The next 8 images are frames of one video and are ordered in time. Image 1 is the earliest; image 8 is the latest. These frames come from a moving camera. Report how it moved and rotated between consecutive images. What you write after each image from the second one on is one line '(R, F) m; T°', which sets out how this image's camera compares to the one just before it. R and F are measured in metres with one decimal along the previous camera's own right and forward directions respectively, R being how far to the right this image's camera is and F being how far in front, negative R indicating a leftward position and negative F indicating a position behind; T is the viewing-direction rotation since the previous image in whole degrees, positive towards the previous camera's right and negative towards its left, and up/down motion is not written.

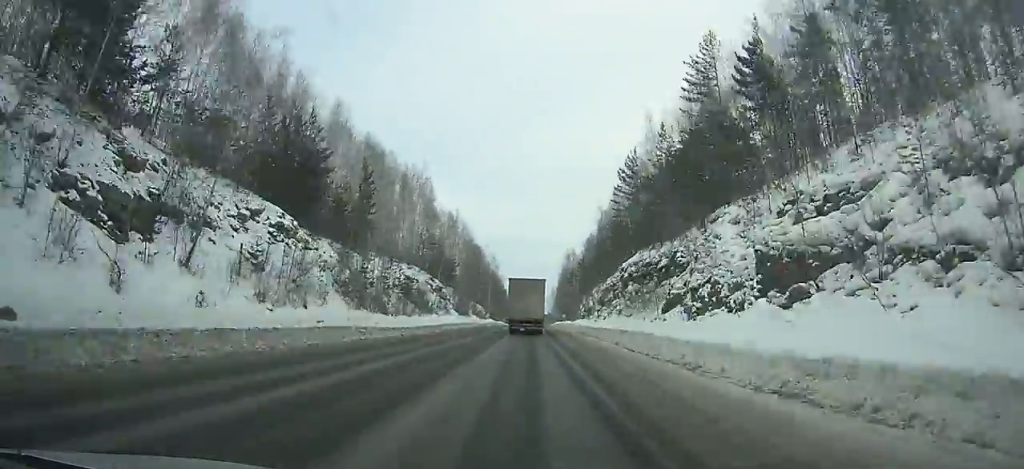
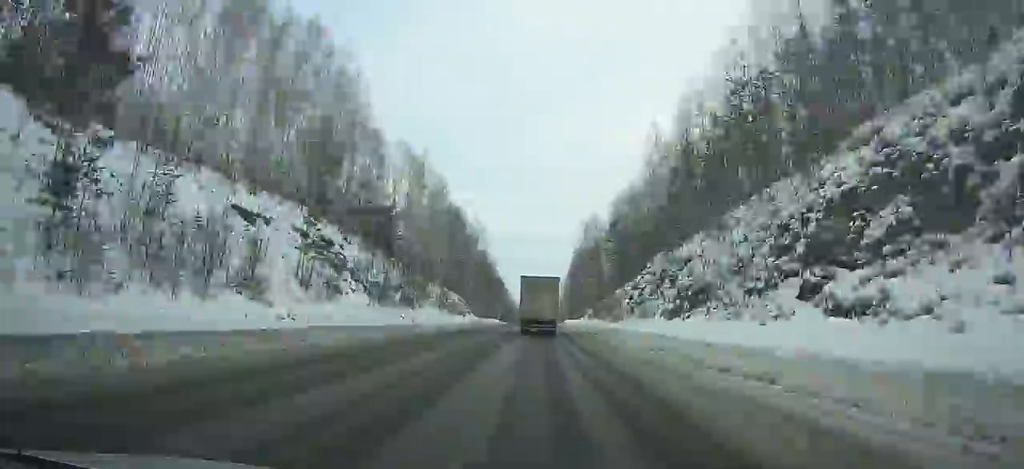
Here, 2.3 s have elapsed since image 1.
(+0.2, +47.6) m; +1°
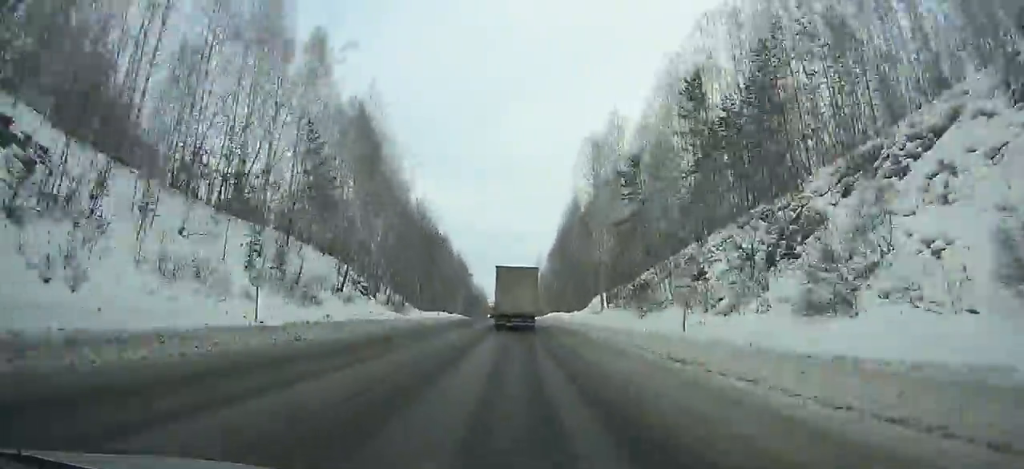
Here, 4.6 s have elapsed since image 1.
(+0.4, +48.2) m; +1°
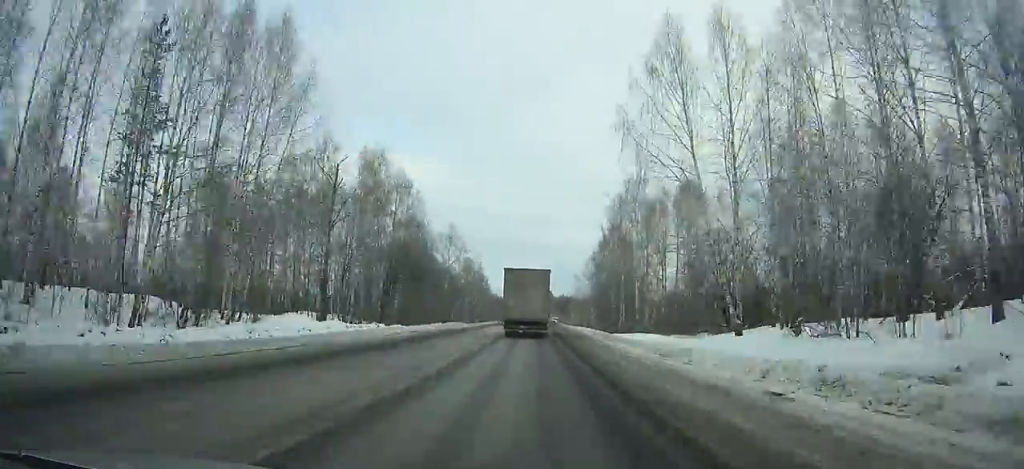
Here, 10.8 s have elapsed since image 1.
(+4.8, +130.3) m; -2°
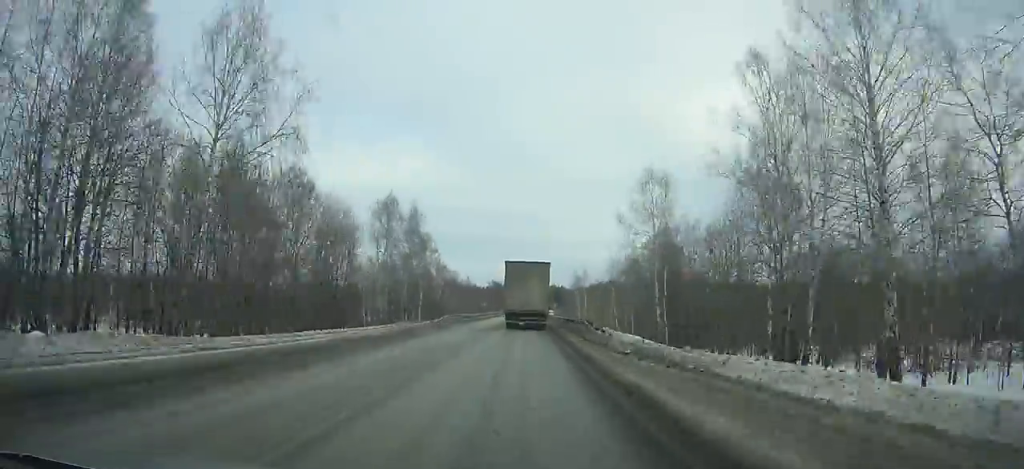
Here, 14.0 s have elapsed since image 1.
(-6.1, +68.7) m; -2°
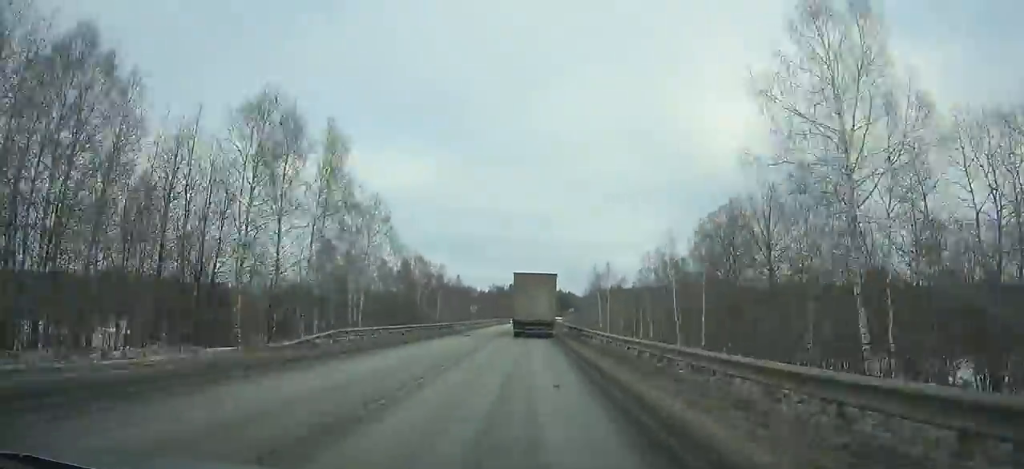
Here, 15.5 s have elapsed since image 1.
(+1.6, +32.7) m; +2°
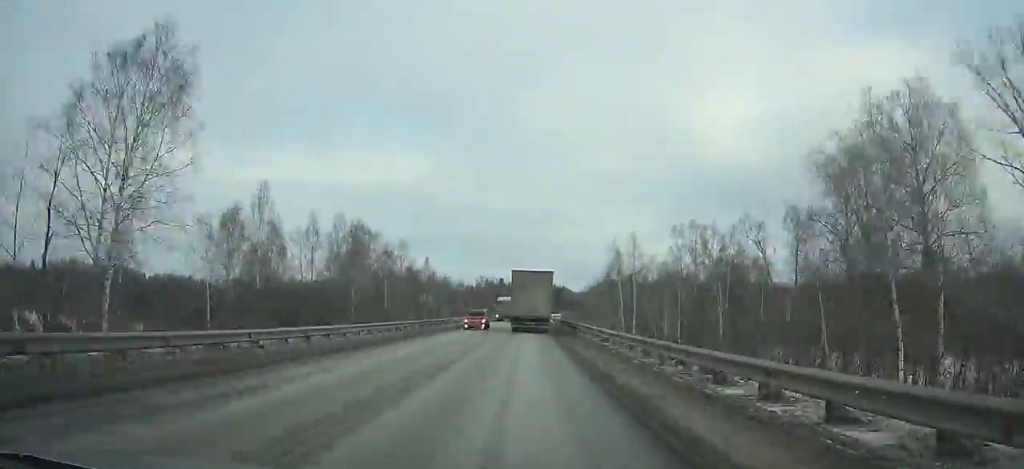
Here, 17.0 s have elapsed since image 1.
(+0.6, +33.1) m; +1°
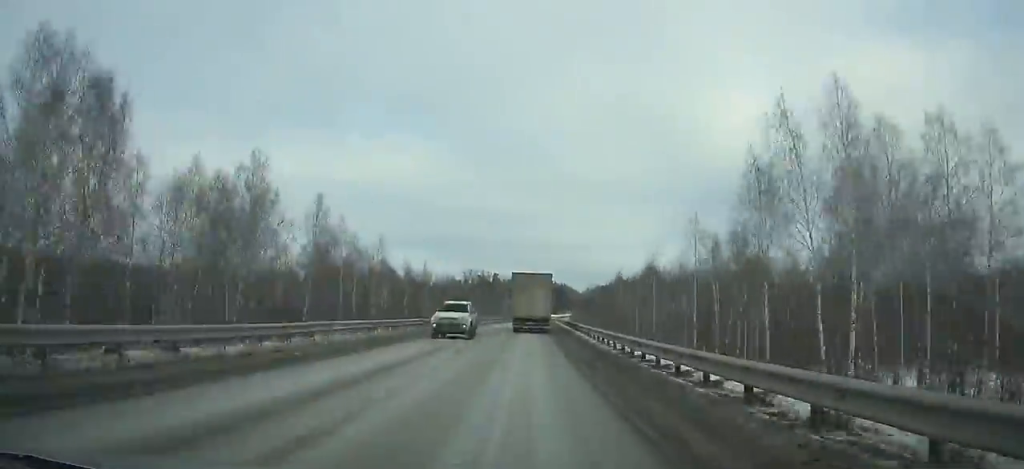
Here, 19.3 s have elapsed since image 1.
(+0.1, +51.3) m; +1°
